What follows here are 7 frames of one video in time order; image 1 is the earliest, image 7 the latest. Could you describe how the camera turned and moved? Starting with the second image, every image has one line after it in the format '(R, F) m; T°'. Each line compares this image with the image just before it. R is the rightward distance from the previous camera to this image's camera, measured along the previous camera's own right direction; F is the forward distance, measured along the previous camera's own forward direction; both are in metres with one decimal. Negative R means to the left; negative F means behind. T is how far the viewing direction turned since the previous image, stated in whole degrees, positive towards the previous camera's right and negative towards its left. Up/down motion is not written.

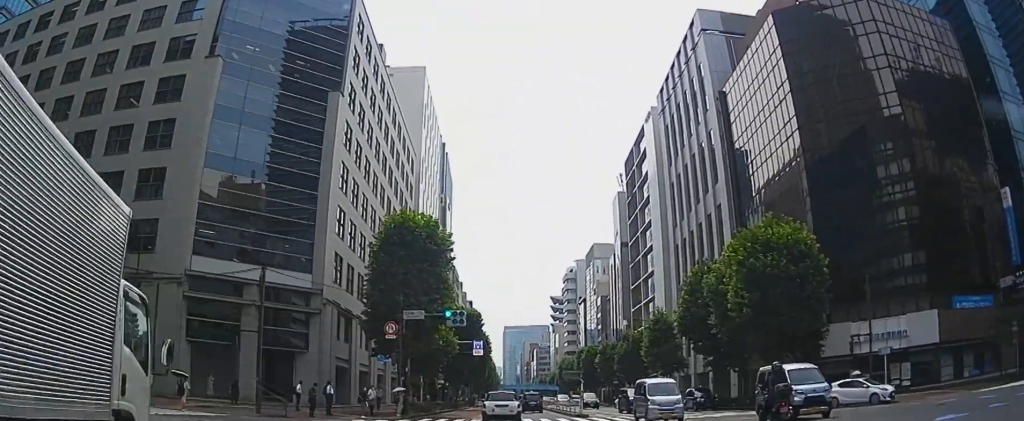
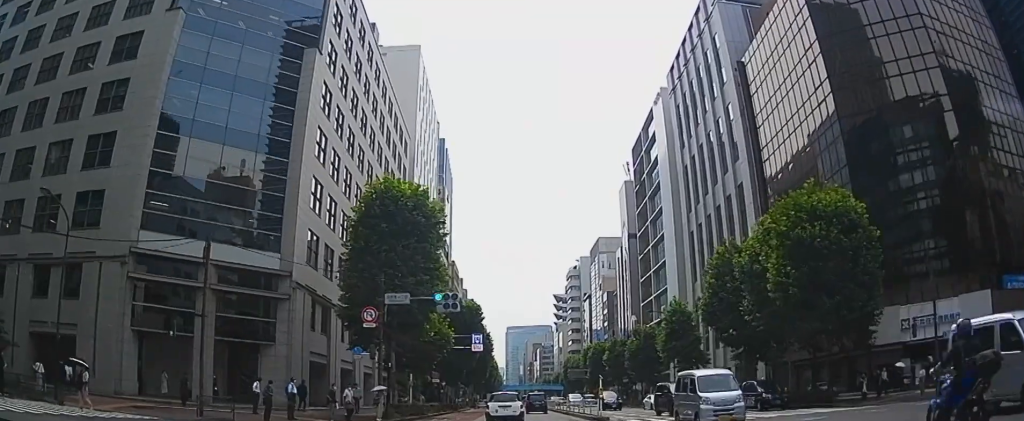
(0.0, +6.4) m; 0°
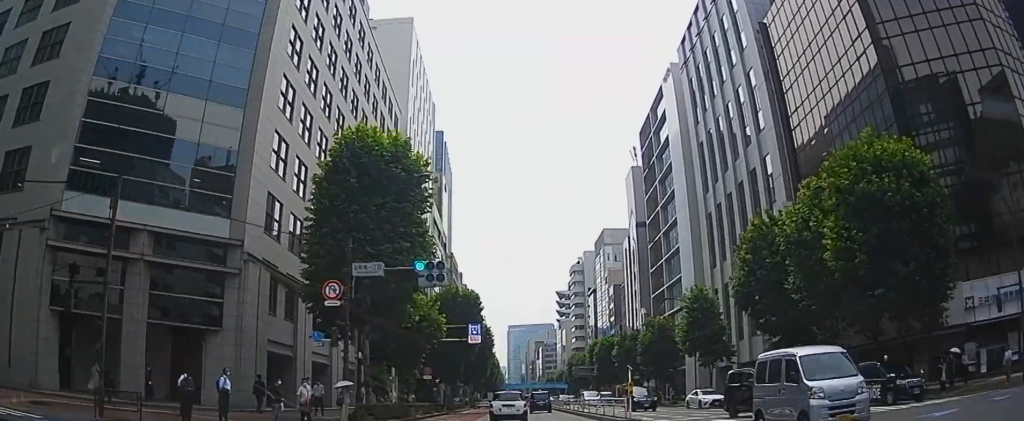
(0.0, +6.8) m; 0°
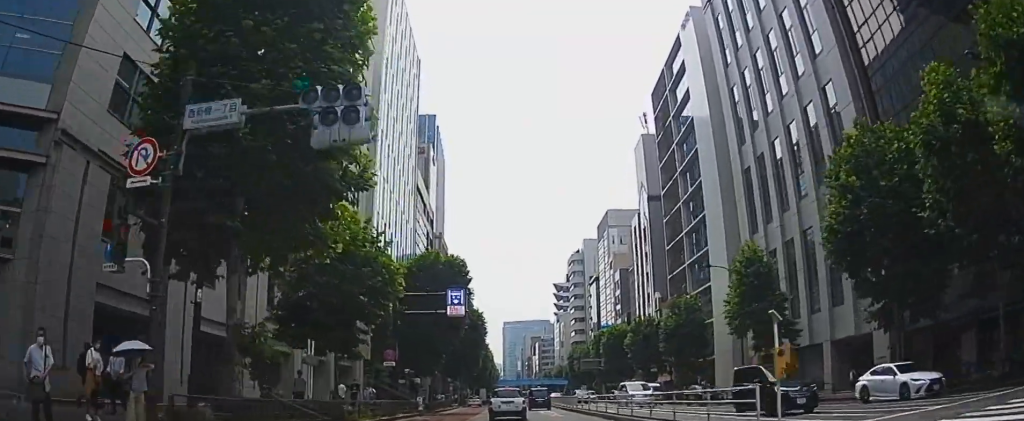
(-0.1, +13.5) m; 0°
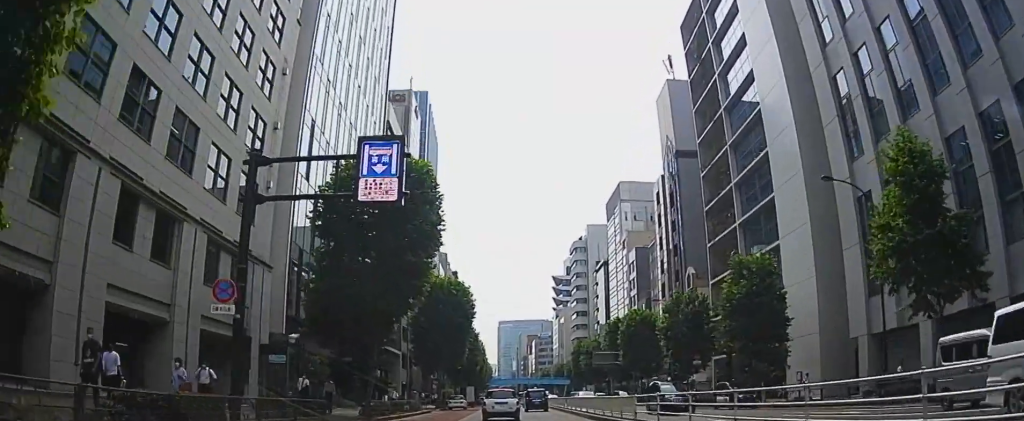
(+0.5, +19.3) m; +3°
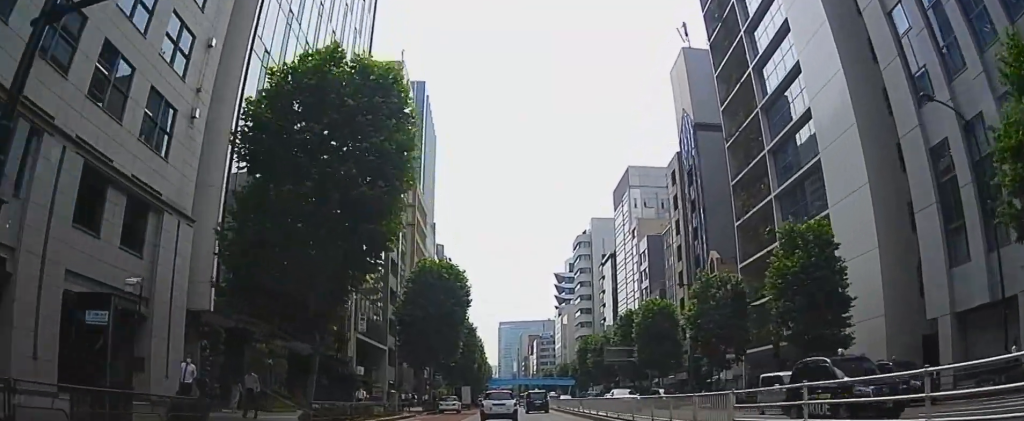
(+0.1, +9.2) m; +1°
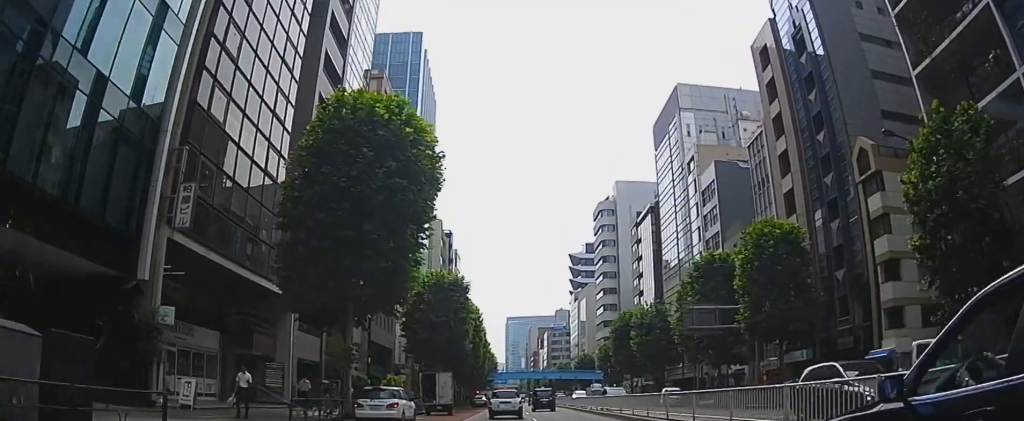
(-0.4, +31.1) m; -1°
